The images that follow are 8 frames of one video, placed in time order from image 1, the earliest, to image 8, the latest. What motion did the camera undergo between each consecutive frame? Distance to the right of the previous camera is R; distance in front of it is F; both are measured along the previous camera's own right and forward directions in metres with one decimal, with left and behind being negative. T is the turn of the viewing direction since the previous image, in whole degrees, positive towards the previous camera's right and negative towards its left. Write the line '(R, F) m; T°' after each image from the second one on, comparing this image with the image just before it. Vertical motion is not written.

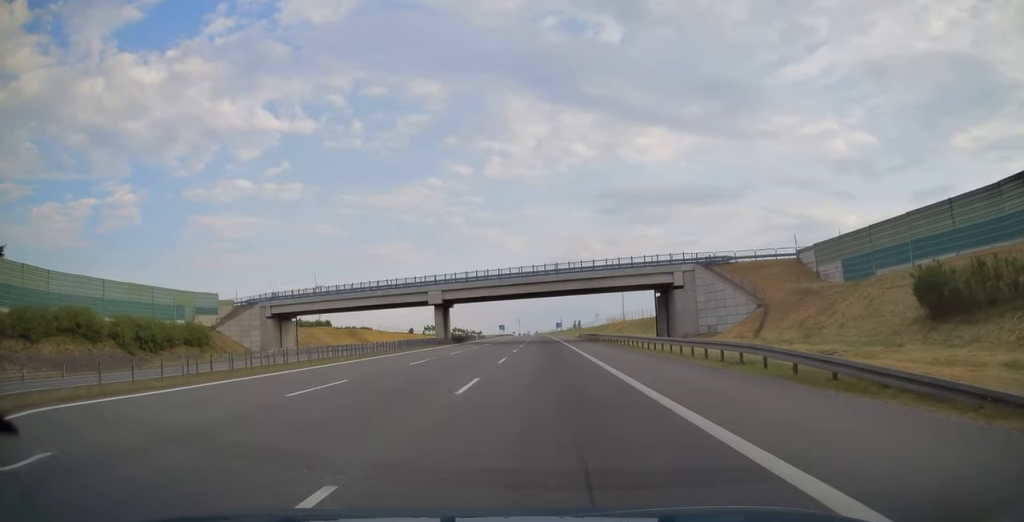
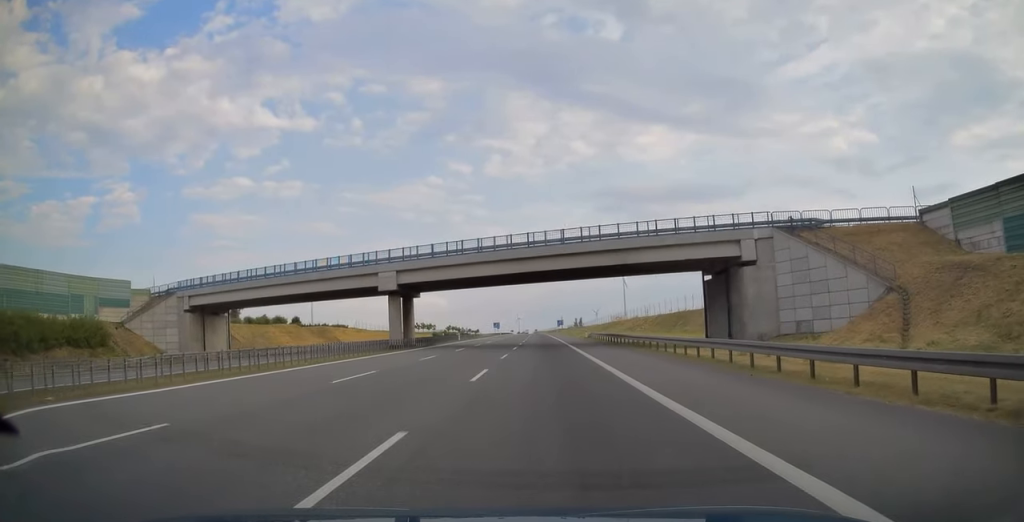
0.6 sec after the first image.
(0.0, +21.0) m; 0°
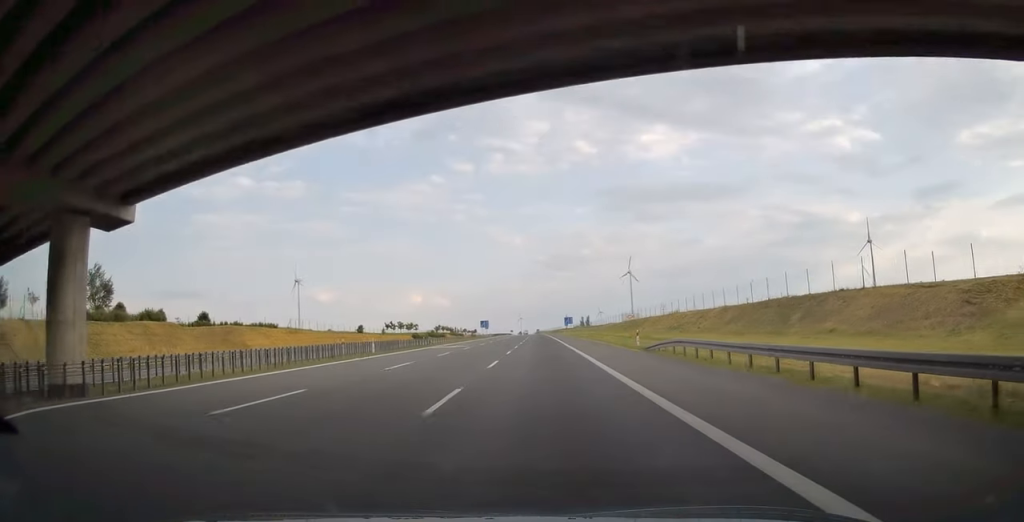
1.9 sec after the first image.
(-0.2, +41.8) m; 0°
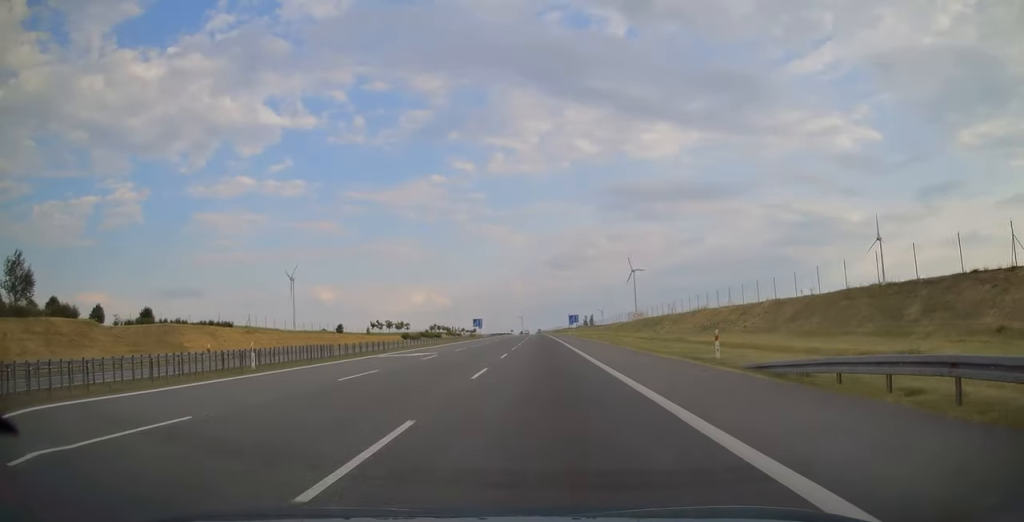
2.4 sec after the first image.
(+0.1, +17.1) m; 0°
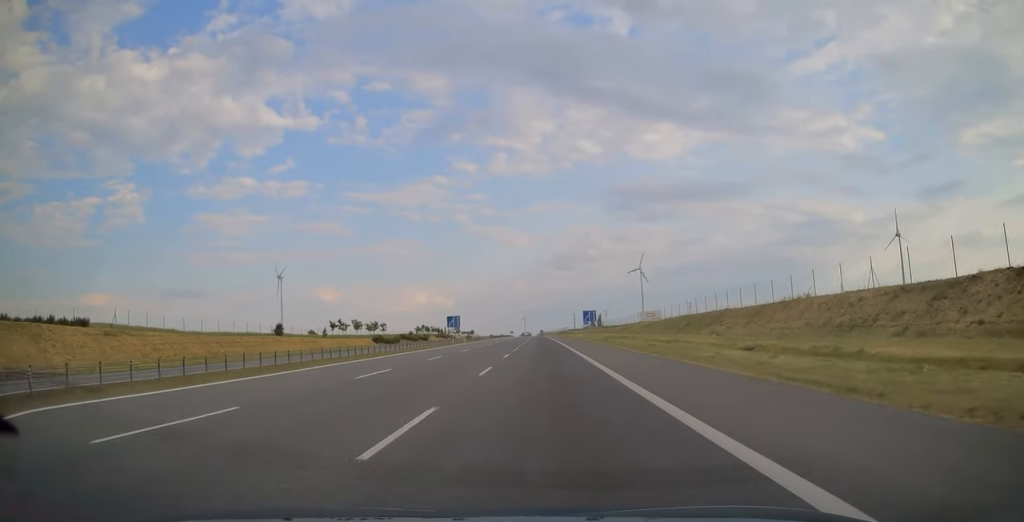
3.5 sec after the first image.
(0.0, +34.2) m; 0°
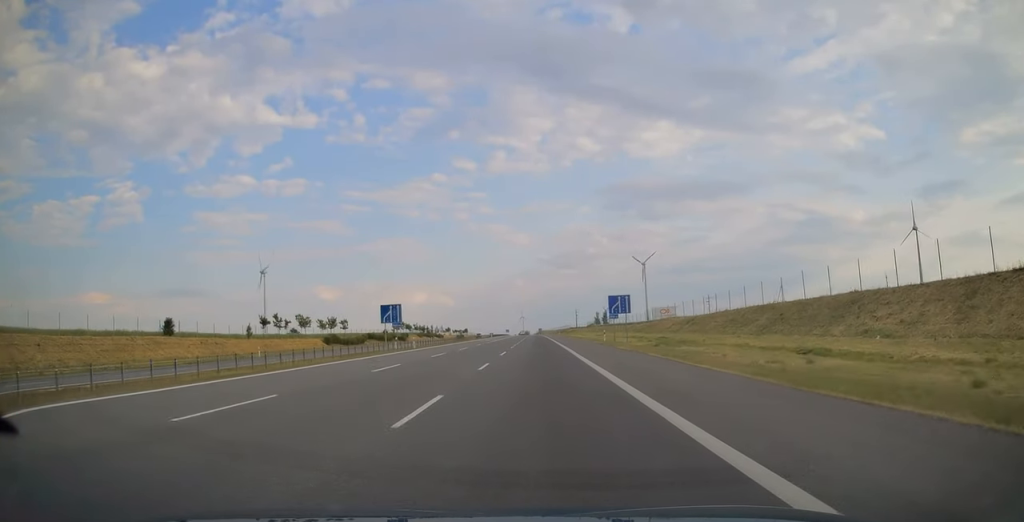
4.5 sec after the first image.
(-0.1, +33.7) m; 0°
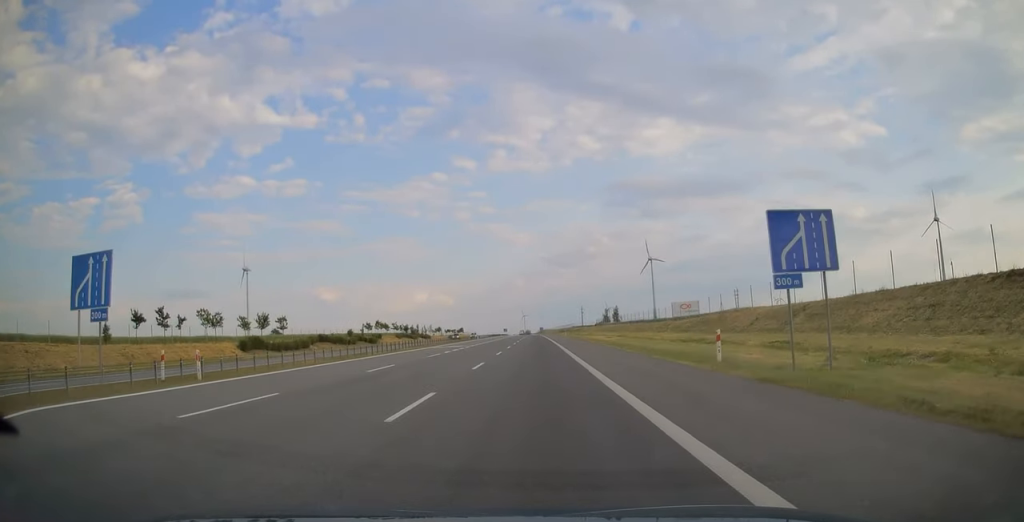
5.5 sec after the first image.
(0.0, +35.2) m; 0°
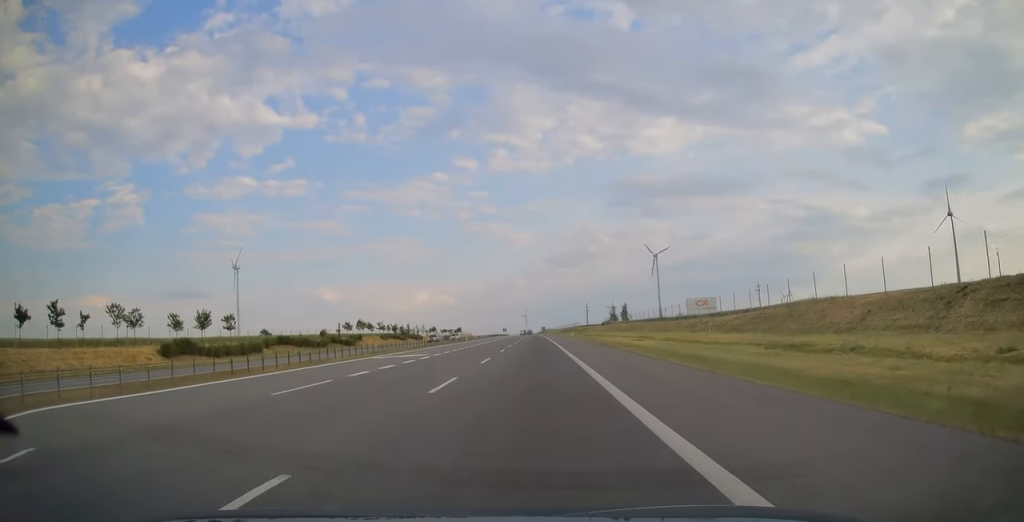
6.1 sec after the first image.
(0.0, +19.8) m; 0°
